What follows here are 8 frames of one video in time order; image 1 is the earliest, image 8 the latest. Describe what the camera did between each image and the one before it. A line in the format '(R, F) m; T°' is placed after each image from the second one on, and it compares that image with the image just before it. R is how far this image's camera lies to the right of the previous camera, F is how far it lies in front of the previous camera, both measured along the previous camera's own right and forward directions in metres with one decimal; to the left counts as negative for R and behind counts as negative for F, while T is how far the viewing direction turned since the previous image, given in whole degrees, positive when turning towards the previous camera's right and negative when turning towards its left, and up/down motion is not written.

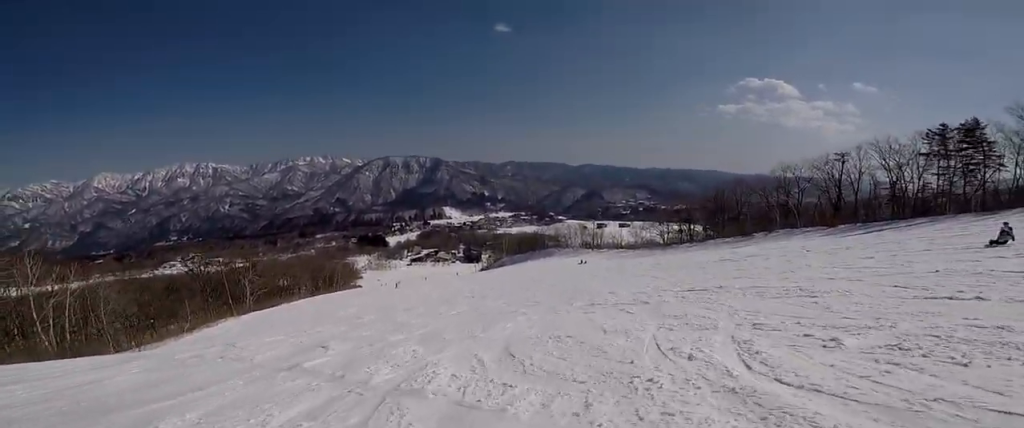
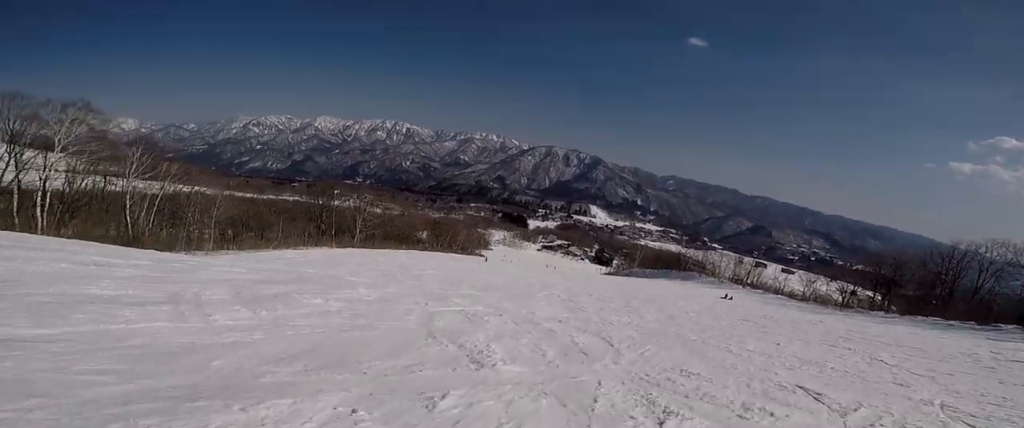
(-1.6, +12.5) m; -22°
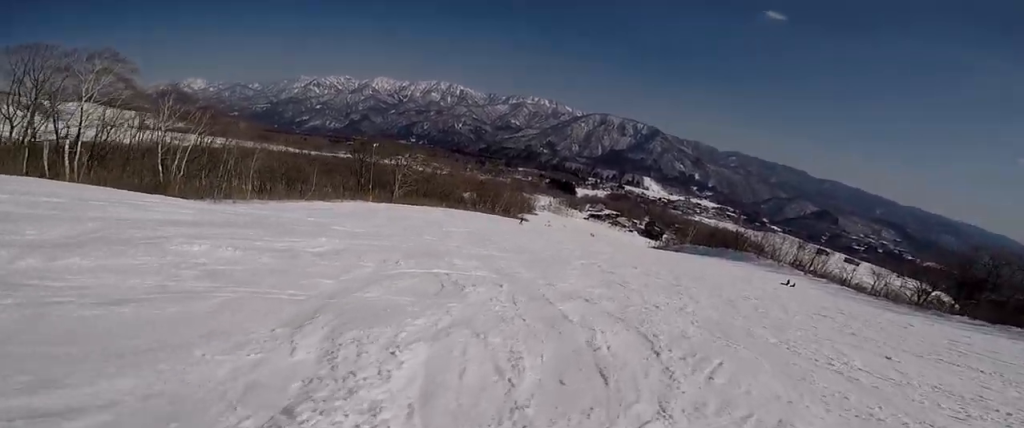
(-0.5, +4.2) m; -8°
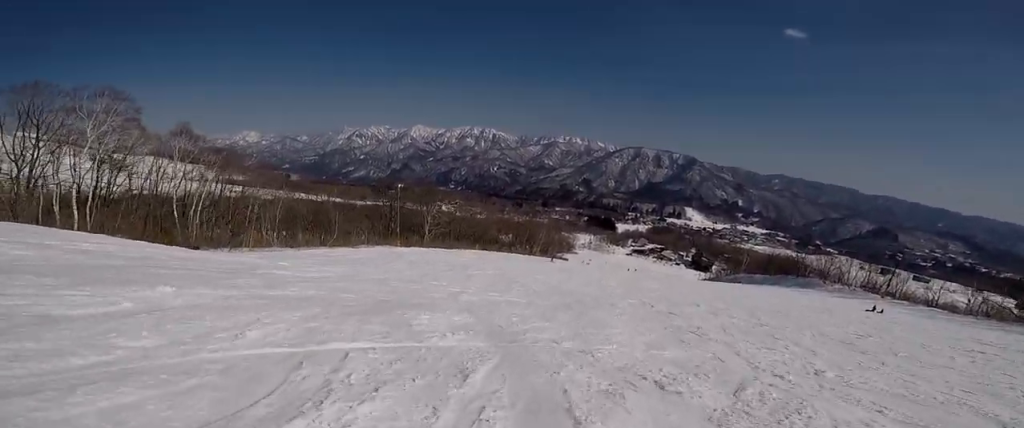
(+0.2, +5.7) m; -5°
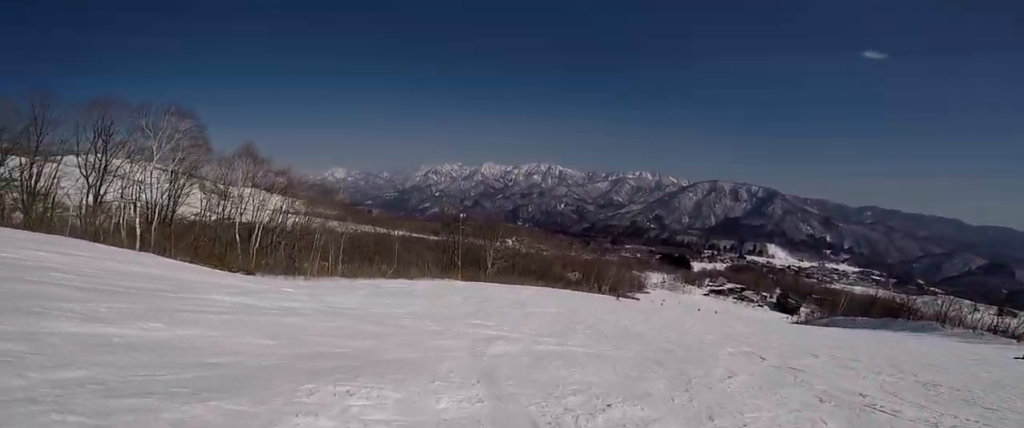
(-0.1, +5.1) m; -3°
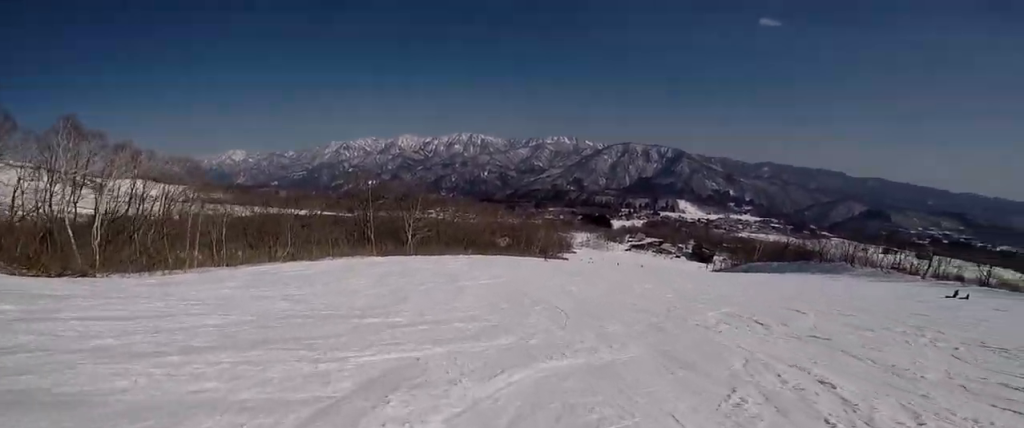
(-1.1, +6.8) m; -1°
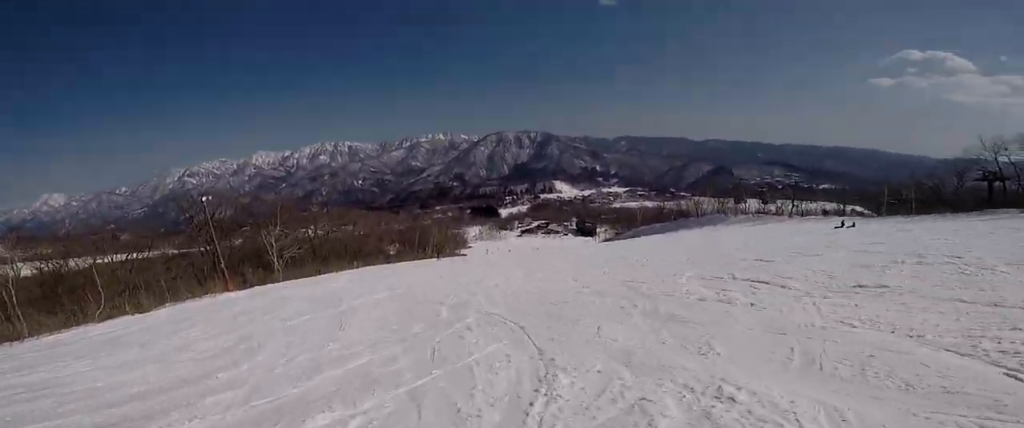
(+0.7, +6.4) m; +11°
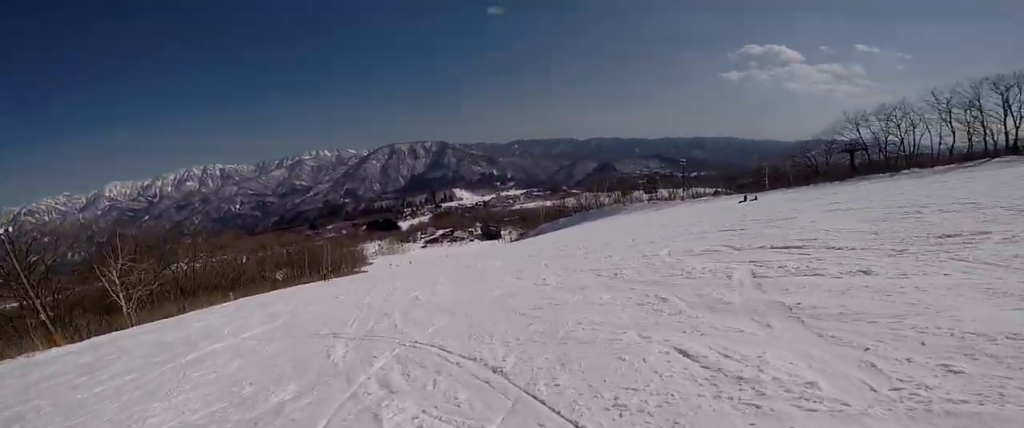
(+0.1, +5.0) m; +10°
